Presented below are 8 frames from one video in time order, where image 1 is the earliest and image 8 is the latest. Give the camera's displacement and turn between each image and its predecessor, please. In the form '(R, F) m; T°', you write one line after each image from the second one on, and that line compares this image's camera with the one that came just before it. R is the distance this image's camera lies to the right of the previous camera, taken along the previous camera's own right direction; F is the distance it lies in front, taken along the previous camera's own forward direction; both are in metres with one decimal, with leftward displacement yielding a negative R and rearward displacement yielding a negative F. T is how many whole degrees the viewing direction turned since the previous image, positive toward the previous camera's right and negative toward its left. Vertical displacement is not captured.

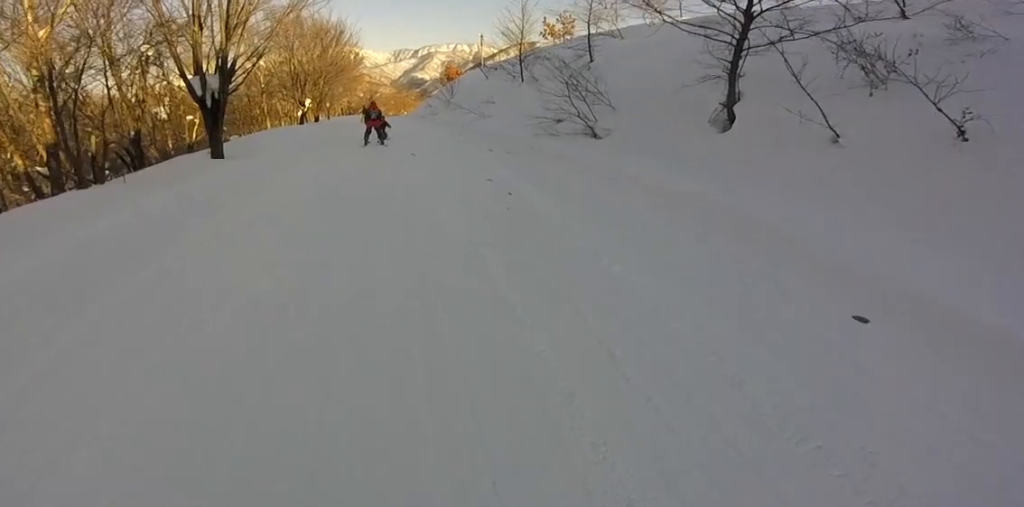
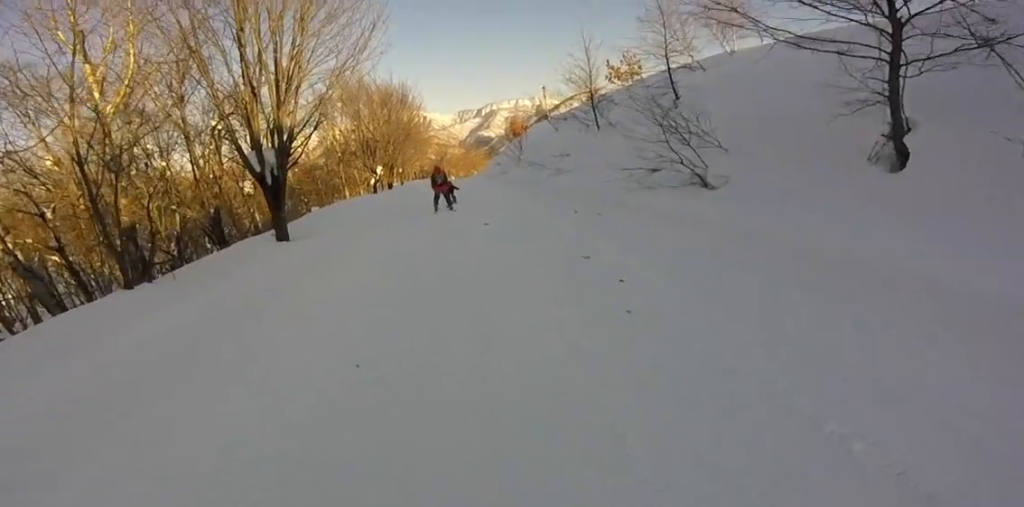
(0.0, +1.5) m; 0°
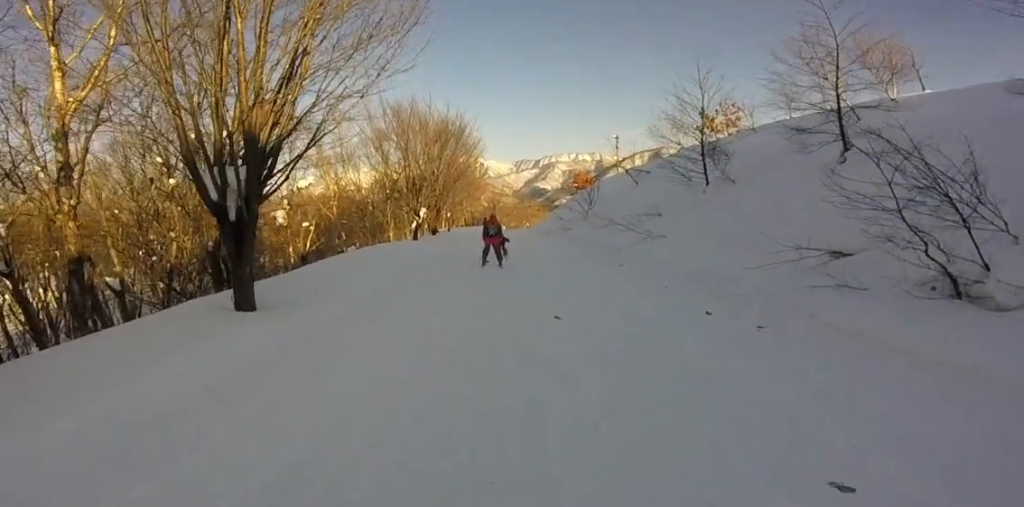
(0.0, +3.9) m; 0°
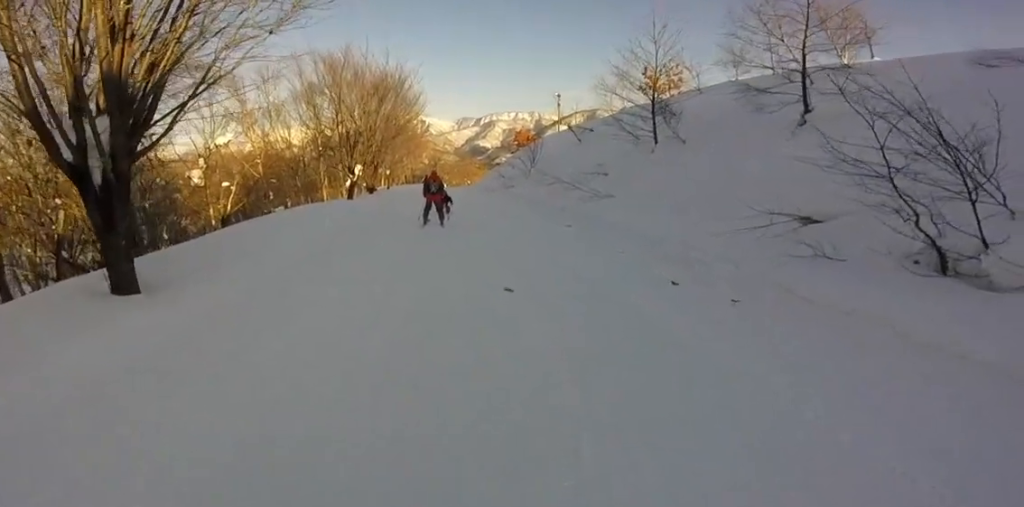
(0.0, +1.1) m; 0°
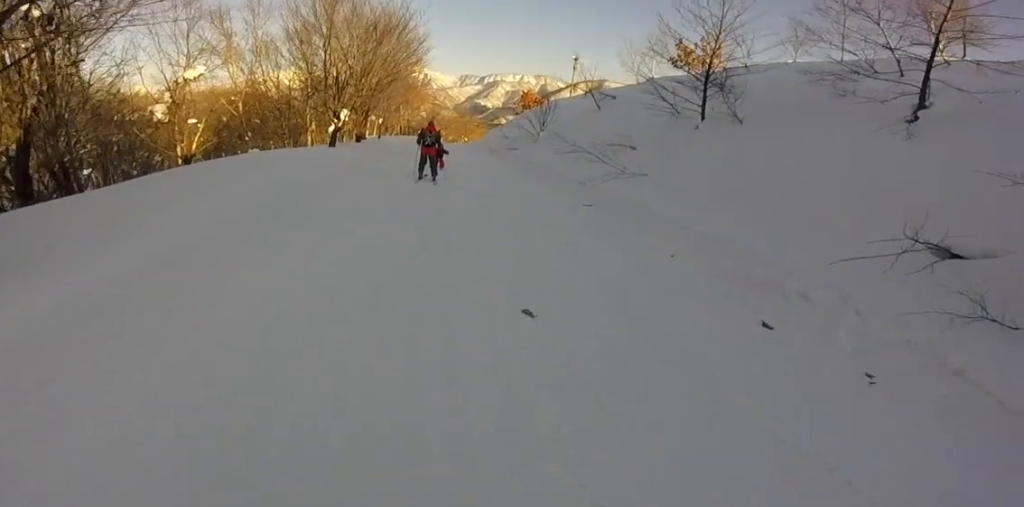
(0.0, +2.3) m; 0°
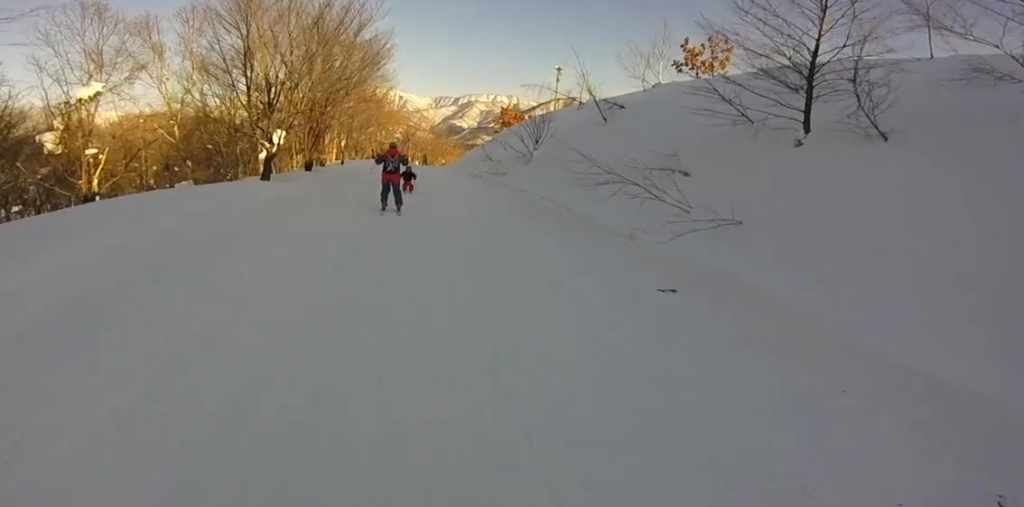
(+0.2, +5.8) m; +7°
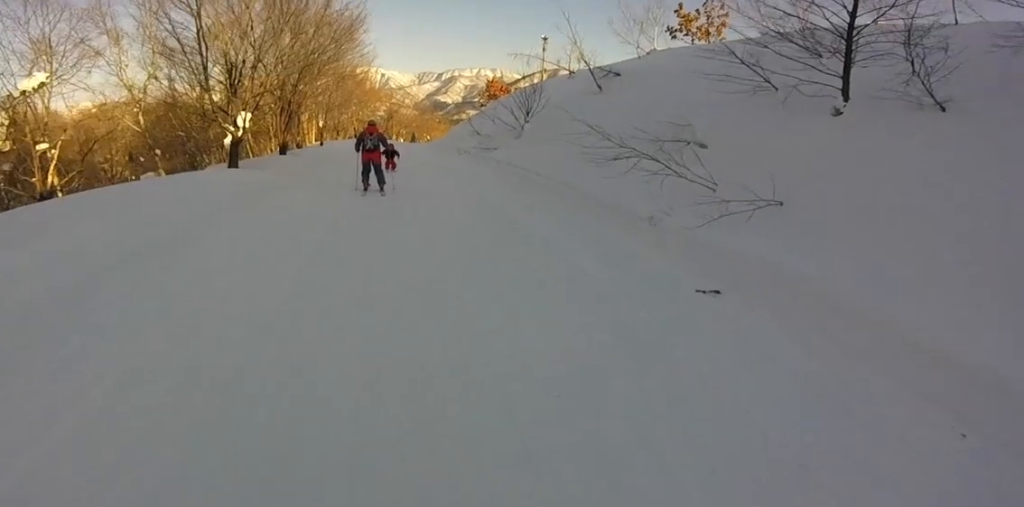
(0.0, +1.4) m; +2°
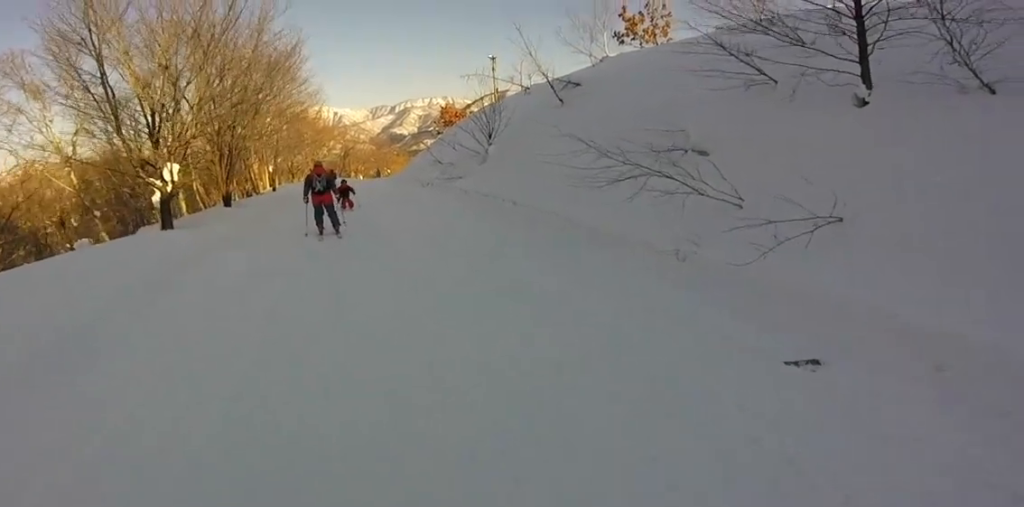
(+0.1, +2.1) m; +2°
